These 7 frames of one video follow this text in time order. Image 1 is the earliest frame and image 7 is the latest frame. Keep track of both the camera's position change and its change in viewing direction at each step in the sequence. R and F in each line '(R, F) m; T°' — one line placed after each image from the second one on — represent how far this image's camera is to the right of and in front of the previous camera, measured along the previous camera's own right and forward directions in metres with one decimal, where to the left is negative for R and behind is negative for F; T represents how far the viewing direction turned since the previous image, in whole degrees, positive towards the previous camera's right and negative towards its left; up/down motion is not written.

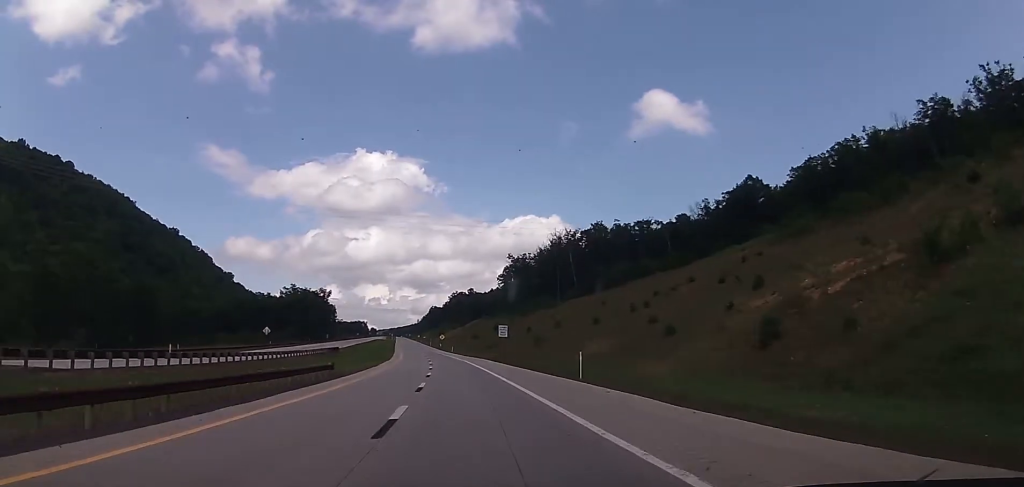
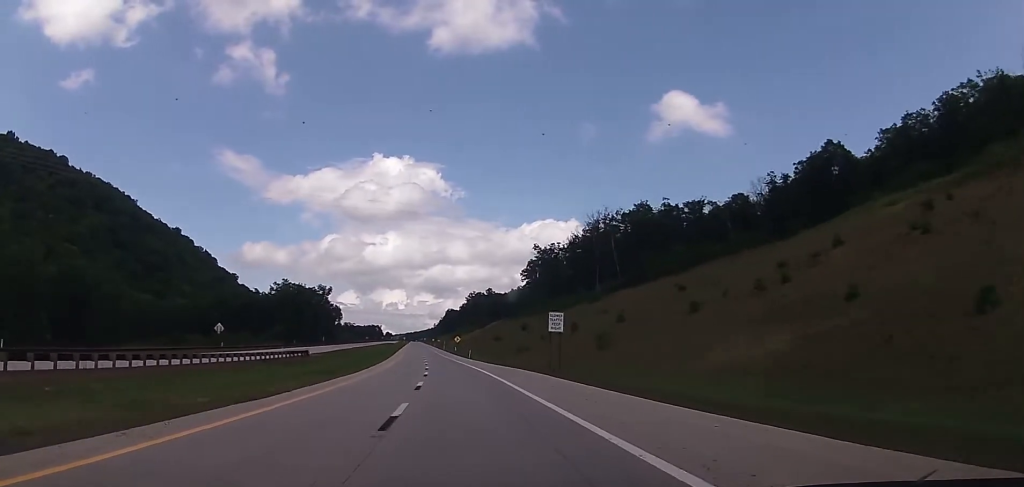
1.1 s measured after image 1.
(-0.5, +36.0) m; -2°
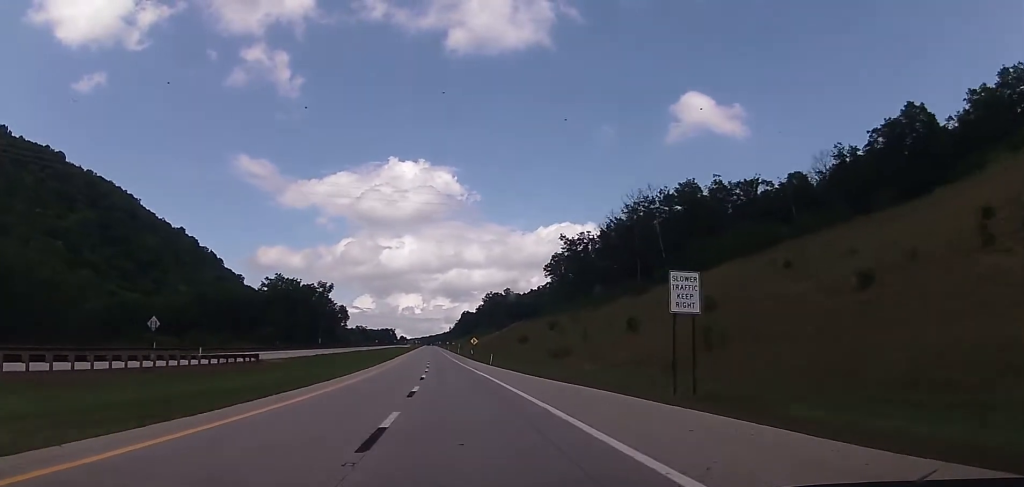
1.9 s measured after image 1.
(-0.4, +27.2) m; -1°
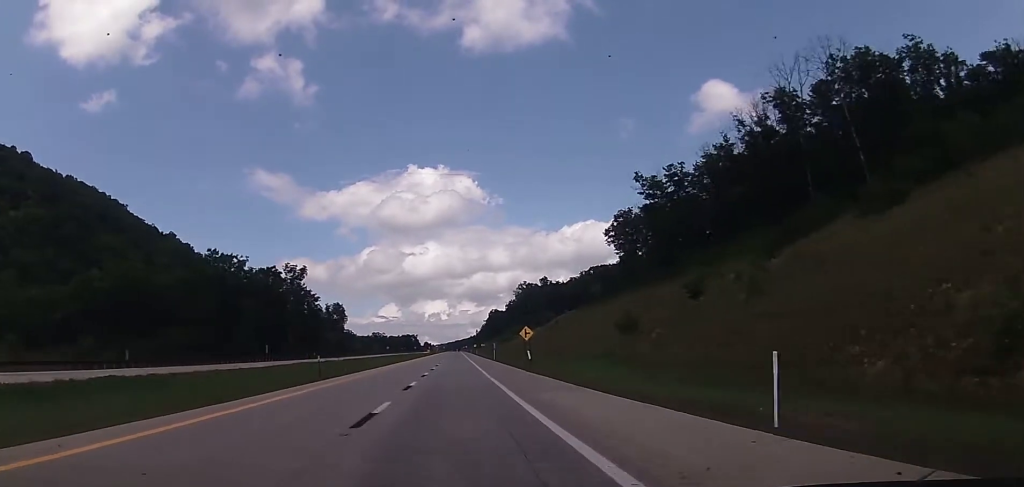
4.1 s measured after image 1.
(-2.3, +70.7) m; -3°
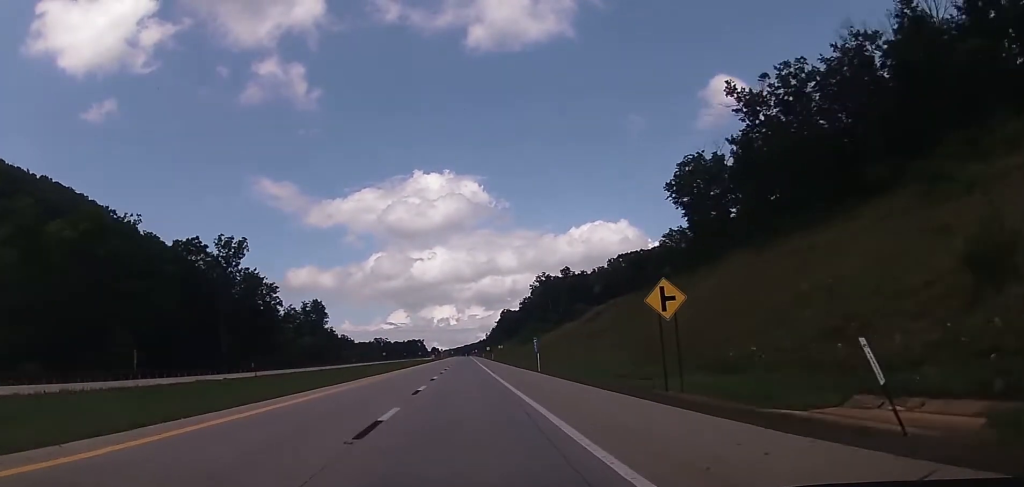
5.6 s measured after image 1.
(+0.1, +50.0) m; 0°
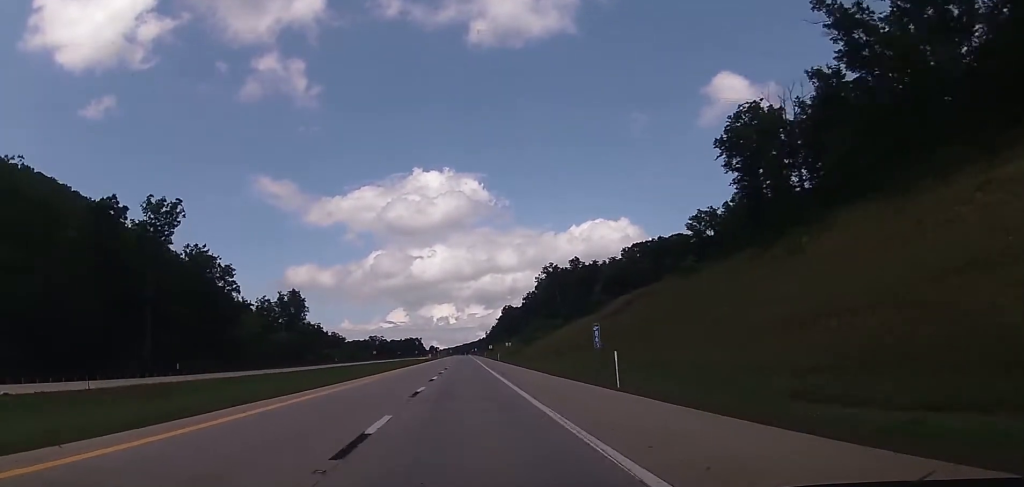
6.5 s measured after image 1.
(0.0, +27.1) m; 0°
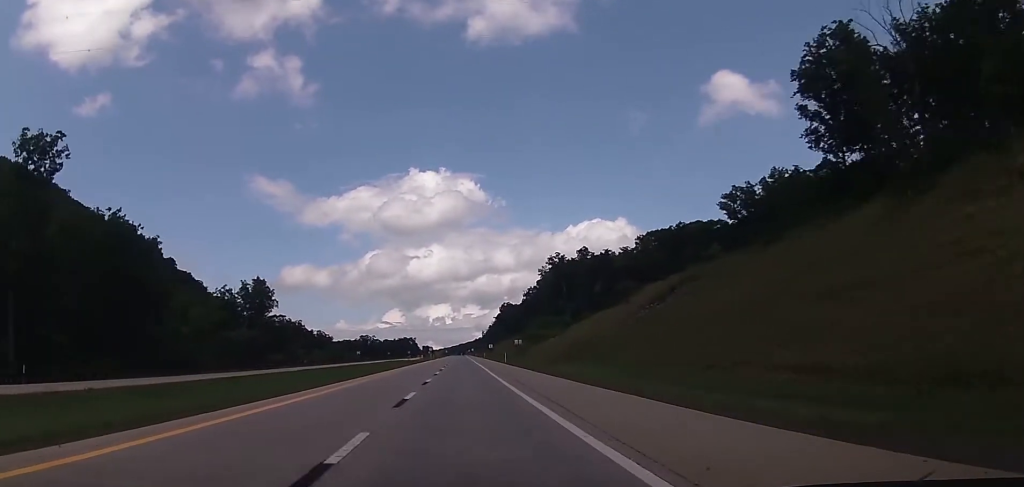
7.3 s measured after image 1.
(0.0, +28.2) m; 0°
